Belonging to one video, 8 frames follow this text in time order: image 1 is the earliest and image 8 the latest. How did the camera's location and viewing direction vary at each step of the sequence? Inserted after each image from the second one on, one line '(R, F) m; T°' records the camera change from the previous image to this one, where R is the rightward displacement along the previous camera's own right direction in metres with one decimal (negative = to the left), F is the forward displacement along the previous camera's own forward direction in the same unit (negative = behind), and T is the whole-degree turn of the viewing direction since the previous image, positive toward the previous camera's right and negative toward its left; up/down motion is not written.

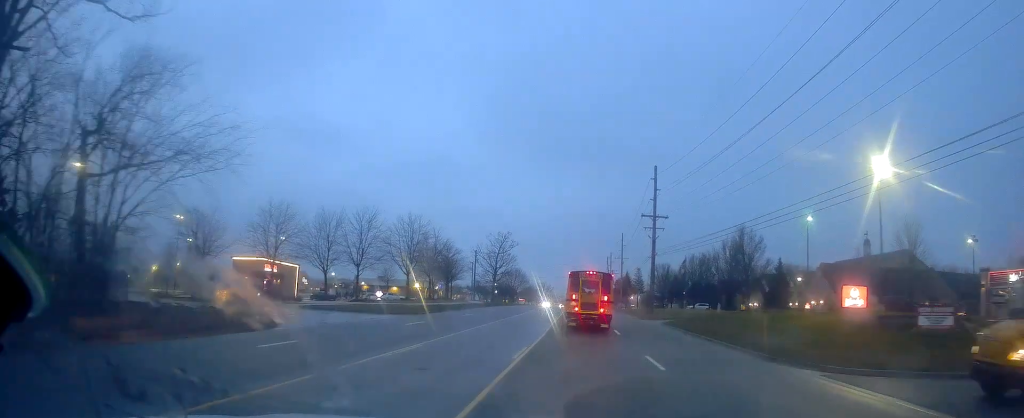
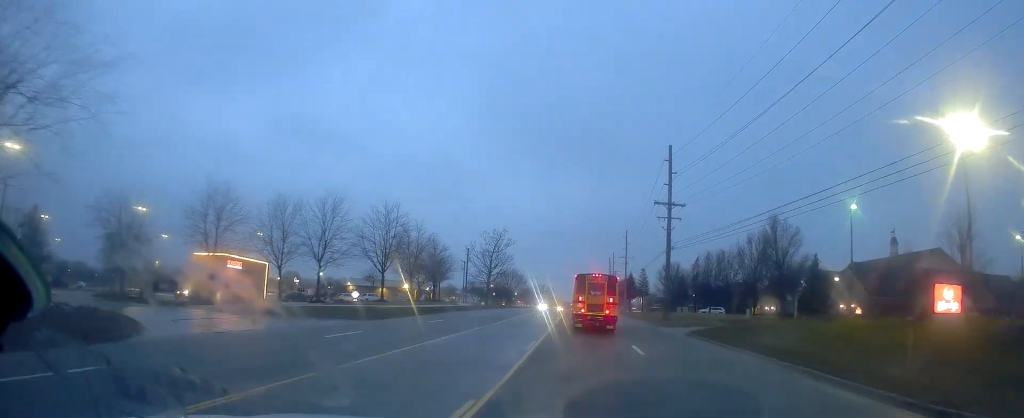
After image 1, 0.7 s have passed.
(+0.3, +10.5) m; -1°
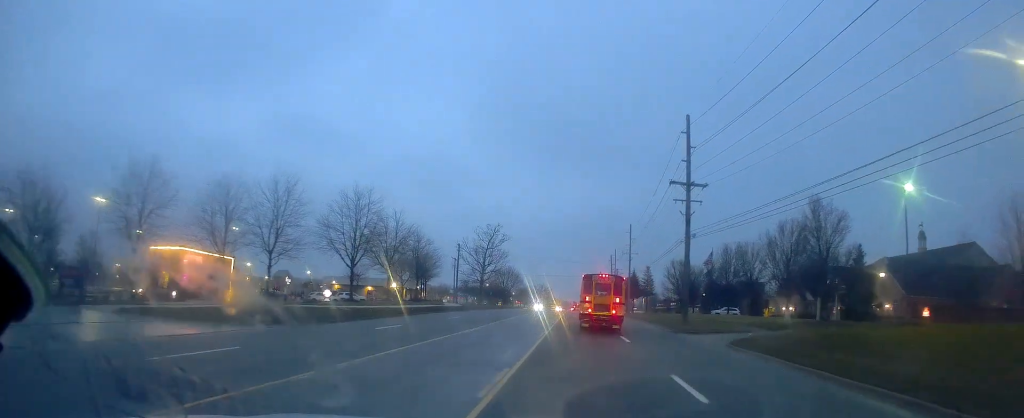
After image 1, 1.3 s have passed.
(-0.4, +9.4) m; -1°
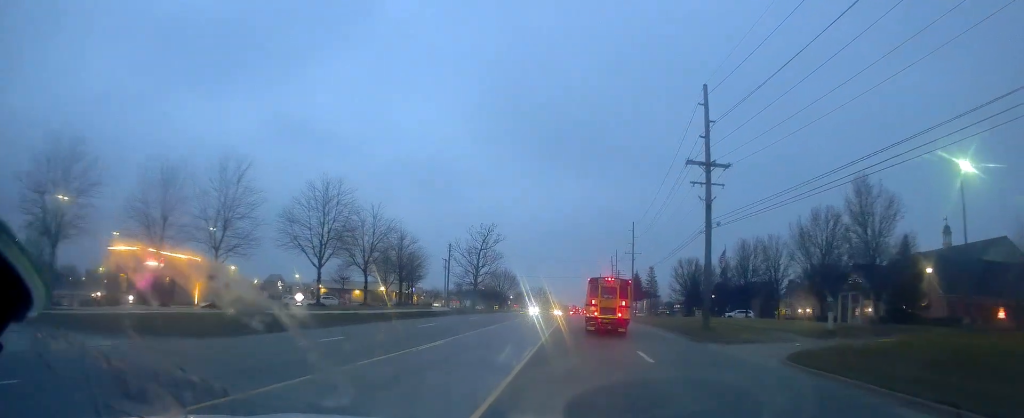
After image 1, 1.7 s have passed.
(-0.3, +7.4) m; -1°
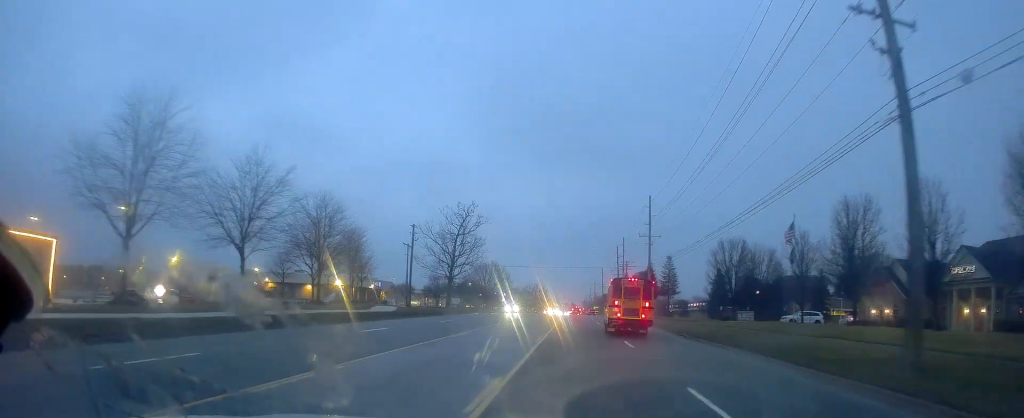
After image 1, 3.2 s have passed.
(+1.0, +24.3) m; +2°
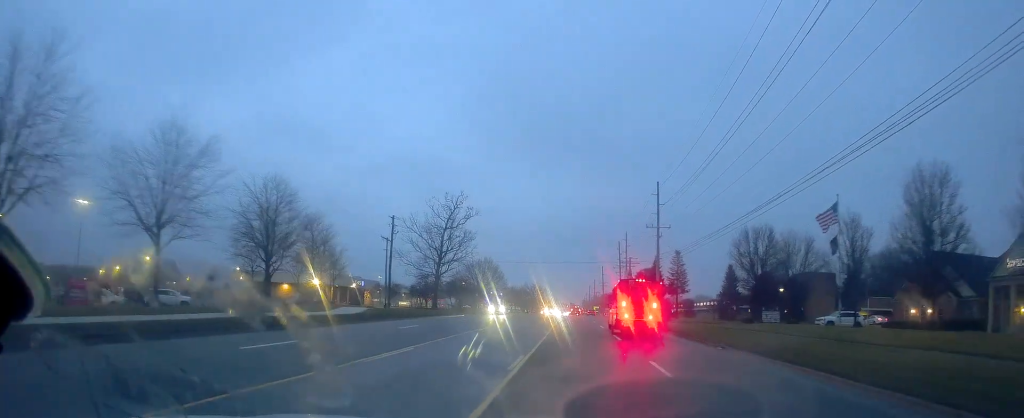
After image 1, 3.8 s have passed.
(+0.3, +9.5) m; -1°
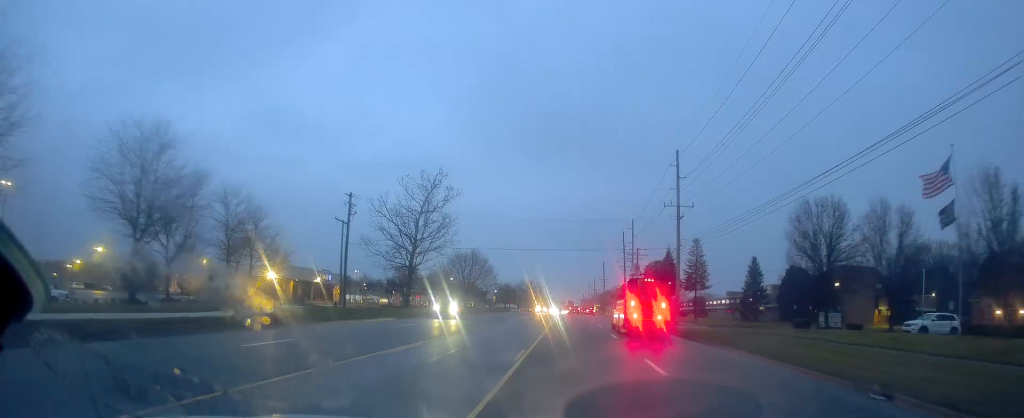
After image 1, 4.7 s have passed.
(-0.7, +15.2) m; 0°
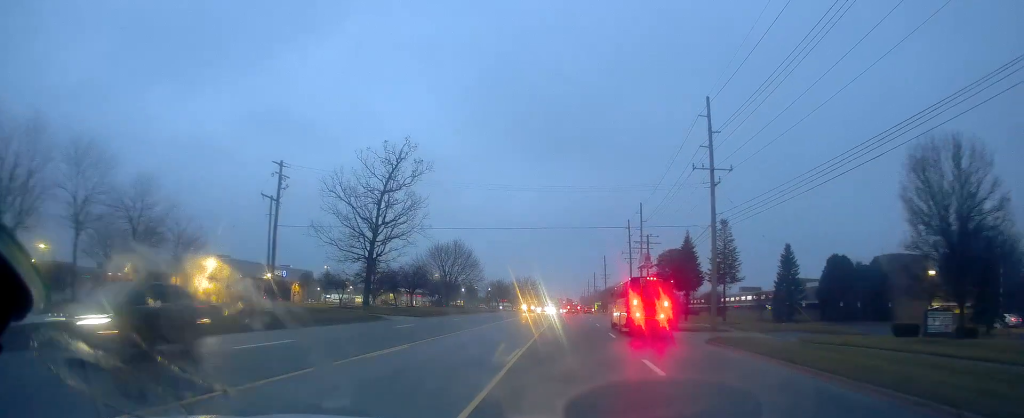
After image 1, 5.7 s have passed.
(+0.7, +15.8) m; +3°
